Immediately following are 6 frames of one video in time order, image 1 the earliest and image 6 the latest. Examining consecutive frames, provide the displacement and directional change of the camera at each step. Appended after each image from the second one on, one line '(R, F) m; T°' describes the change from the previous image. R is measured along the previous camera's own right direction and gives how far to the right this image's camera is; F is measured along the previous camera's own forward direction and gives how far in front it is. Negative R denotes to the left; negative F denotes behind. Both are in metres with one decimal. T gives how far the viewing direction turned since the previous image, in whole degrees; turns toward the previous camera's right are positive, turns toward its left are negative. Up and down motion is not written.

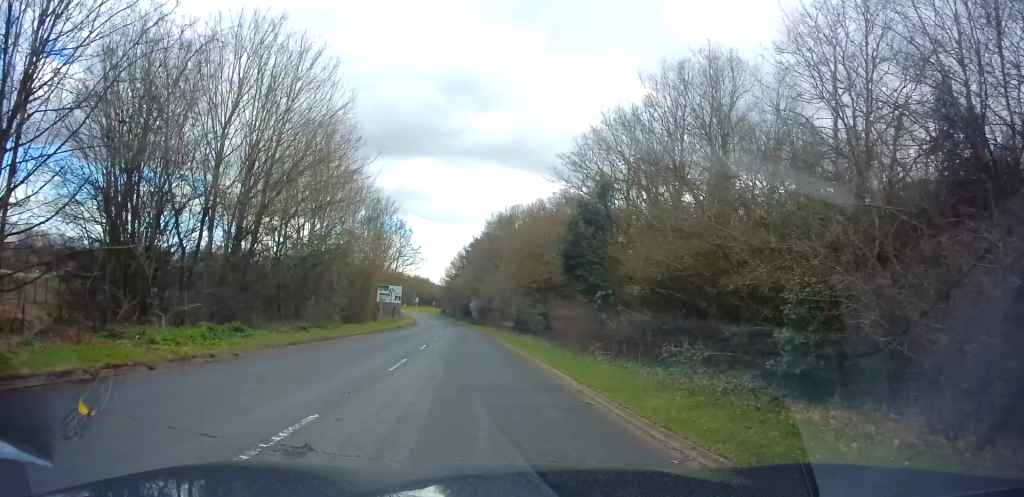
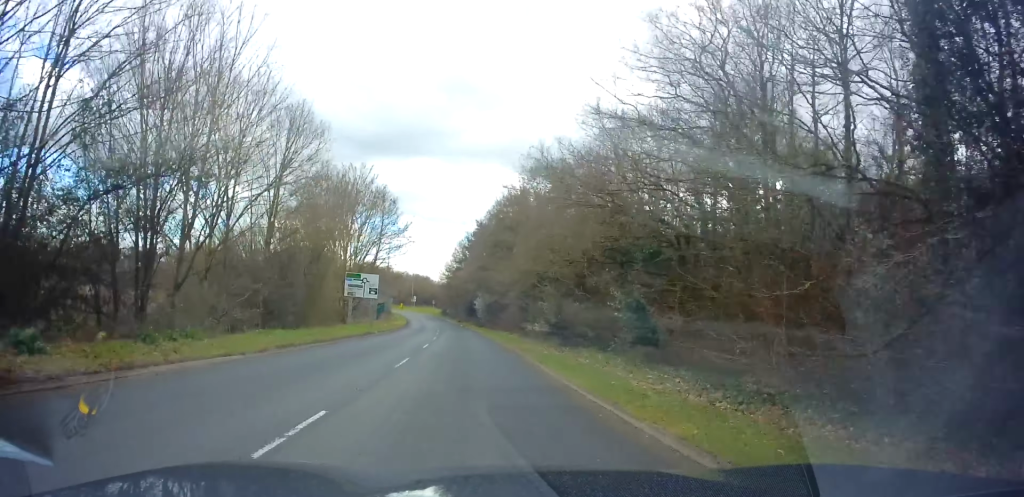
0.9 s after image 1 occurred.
(0.0, +17.6) m; 0°
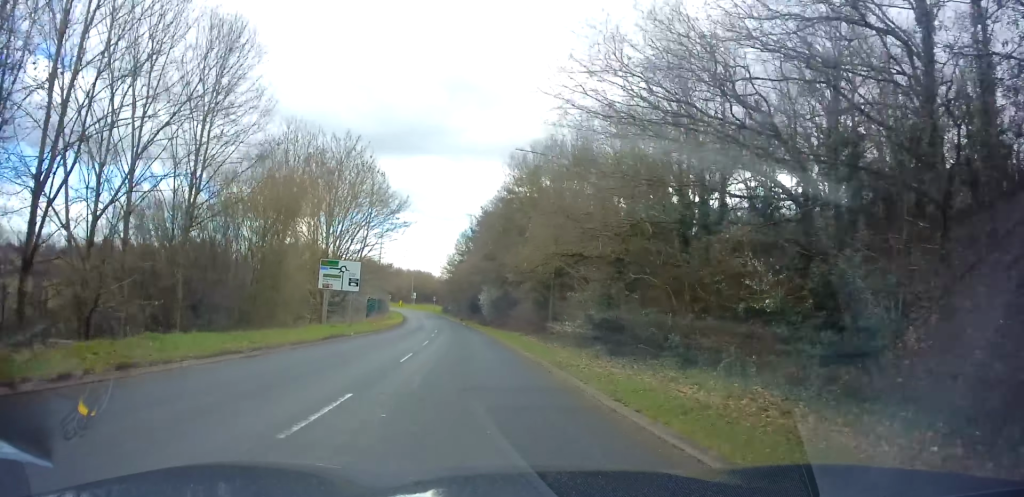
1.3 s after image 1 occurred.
(+0.1, +8.4) m; 0°
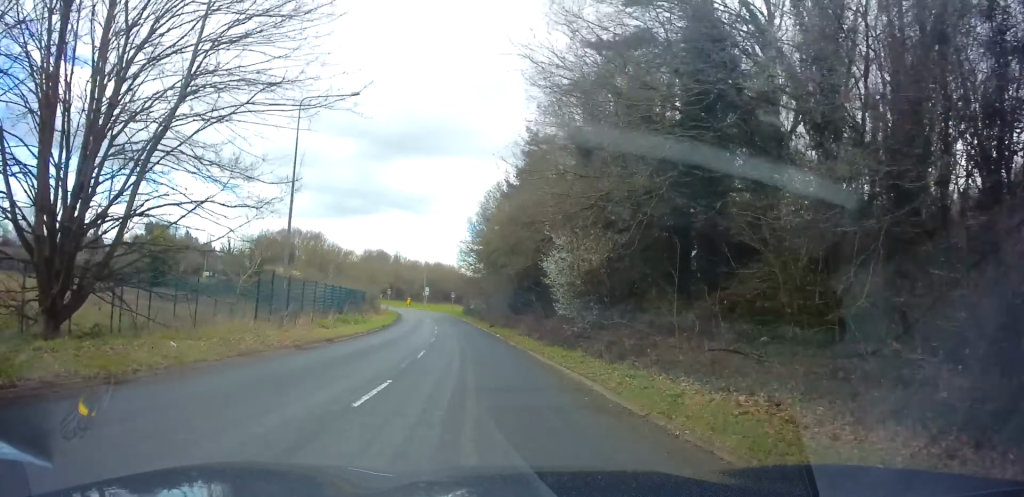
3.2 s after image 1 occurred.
(-0.8, +34.6) m; -3°
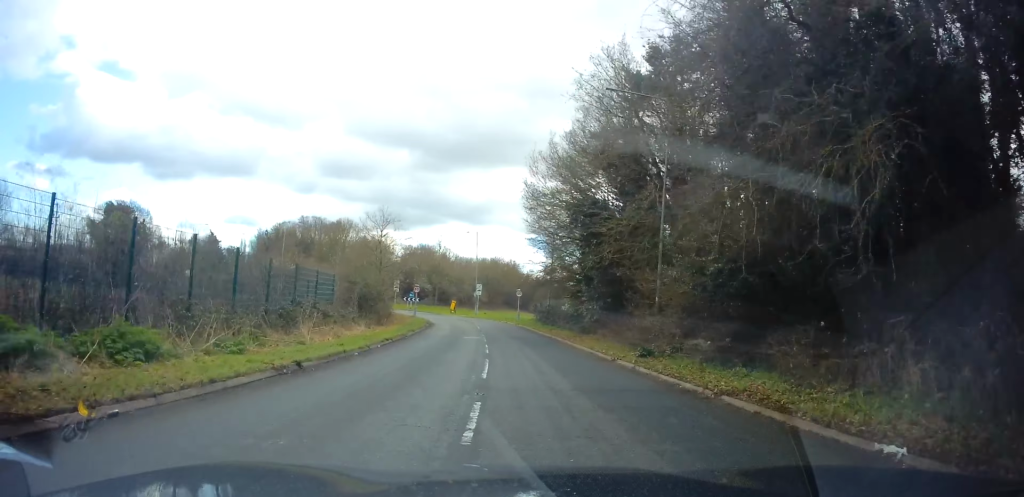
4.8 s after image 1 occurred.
(-1.3, +29.7) m; -5°
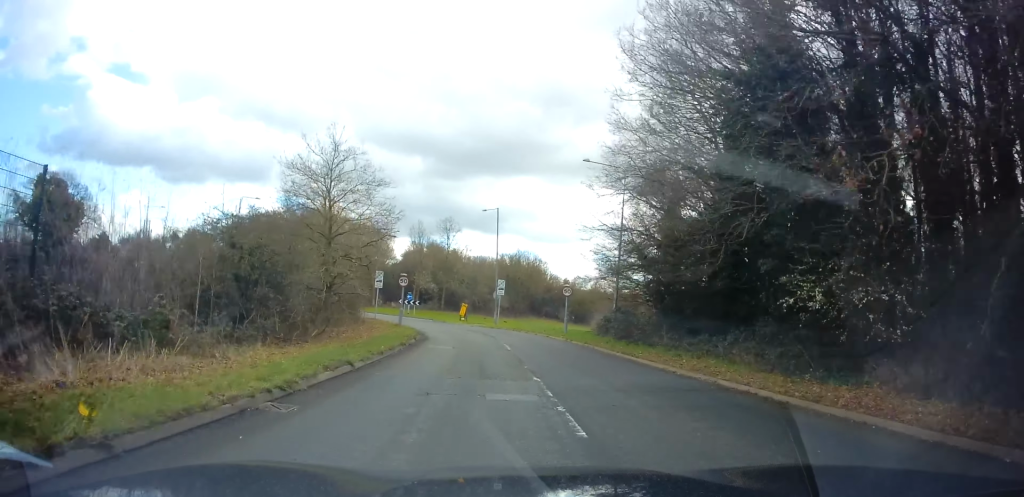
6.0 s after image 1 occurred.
(-0.4, +19.2) m; -3°
